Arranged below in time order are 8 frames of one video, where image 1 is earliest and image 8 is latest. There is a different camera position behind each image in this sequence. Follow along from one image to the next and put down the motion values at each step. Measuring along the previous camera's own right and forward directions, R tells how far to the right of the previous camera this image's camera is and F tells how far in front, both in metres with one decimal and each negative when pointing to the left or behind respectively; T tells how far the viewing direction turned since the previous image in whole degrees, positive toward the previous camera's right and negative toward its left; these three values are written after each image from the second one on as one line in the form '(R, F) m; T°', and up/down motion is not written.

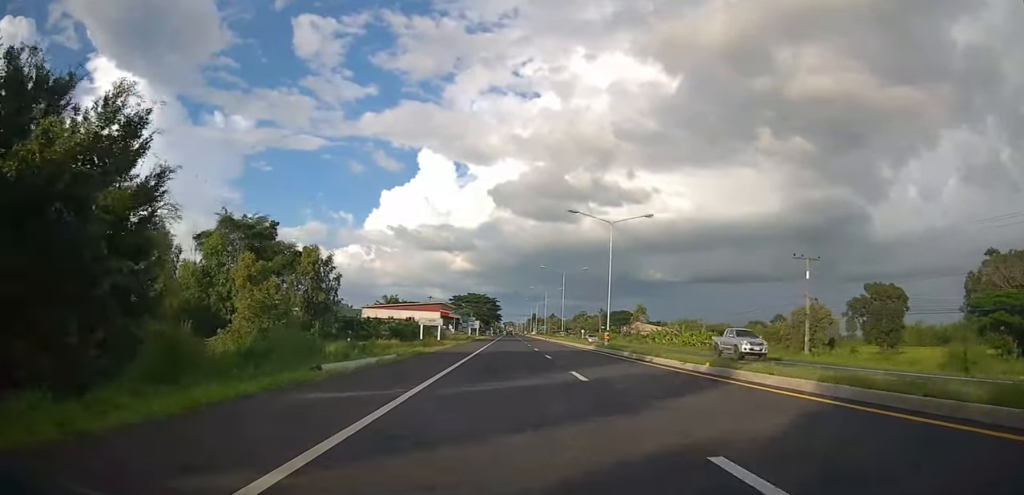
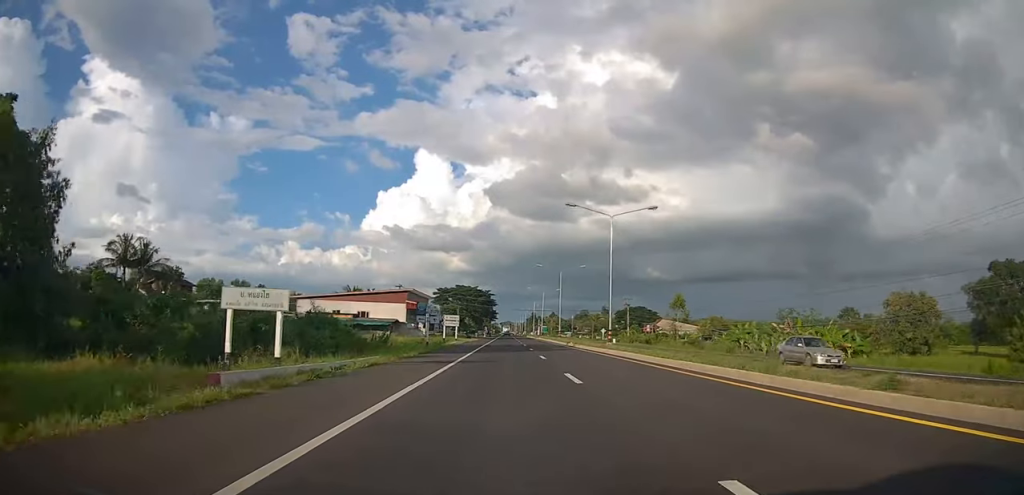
(+0.8, +37.0) m; +1°
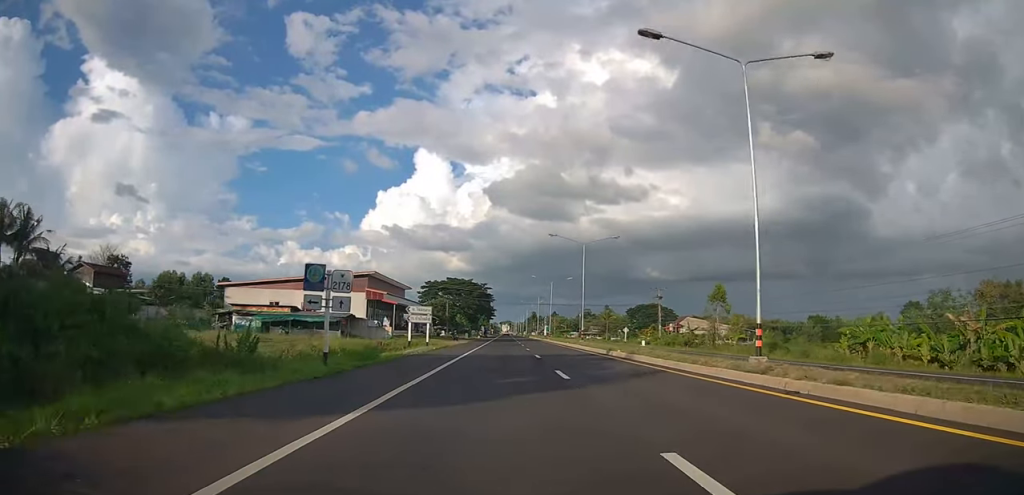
(-0.3, +23.0) m; -1°
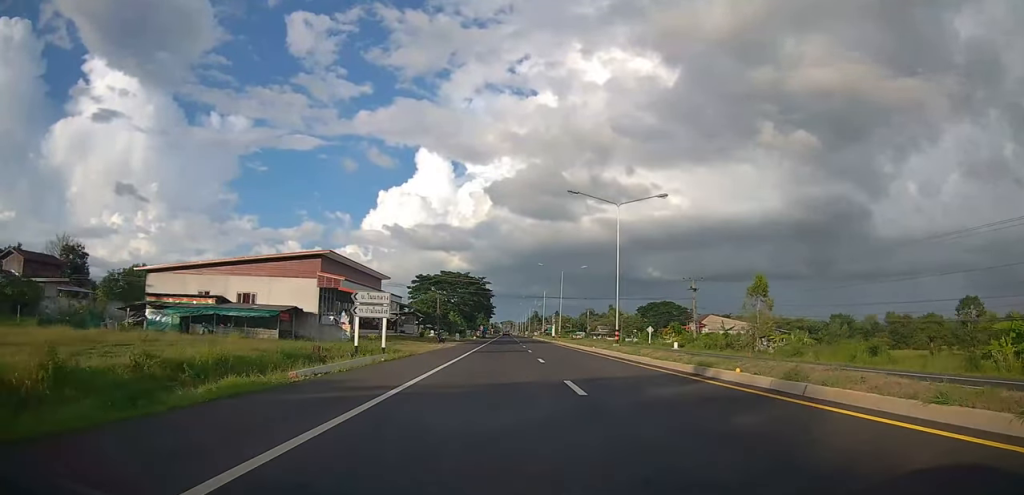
(-0.2, +15.6) m; -1°
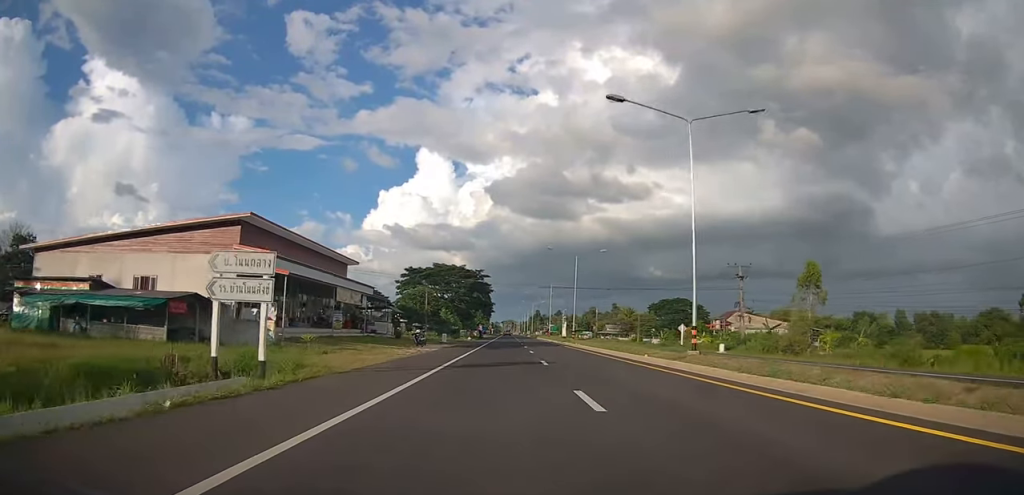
(0.0, +14.8) m; 0°
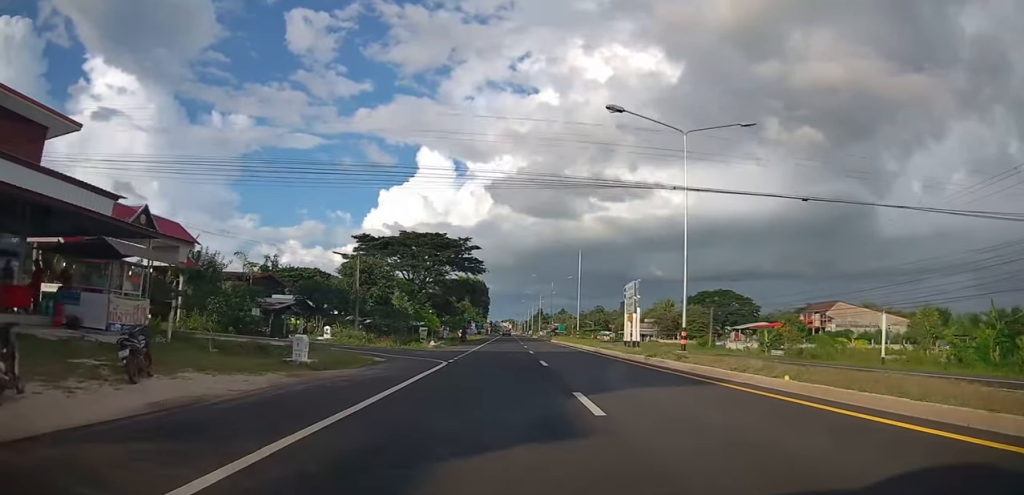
(+0.5, +36.5) m; +2°
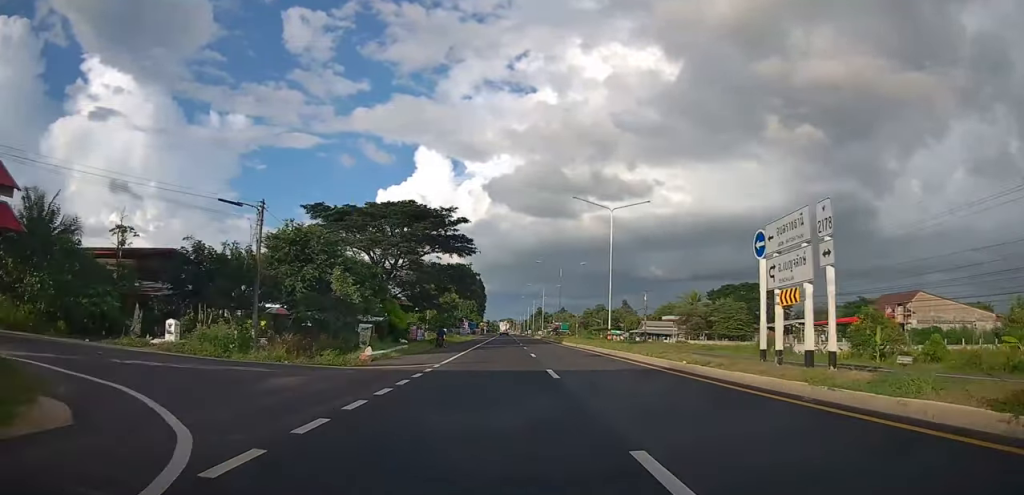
(+0.4, +17.7) m; 0°
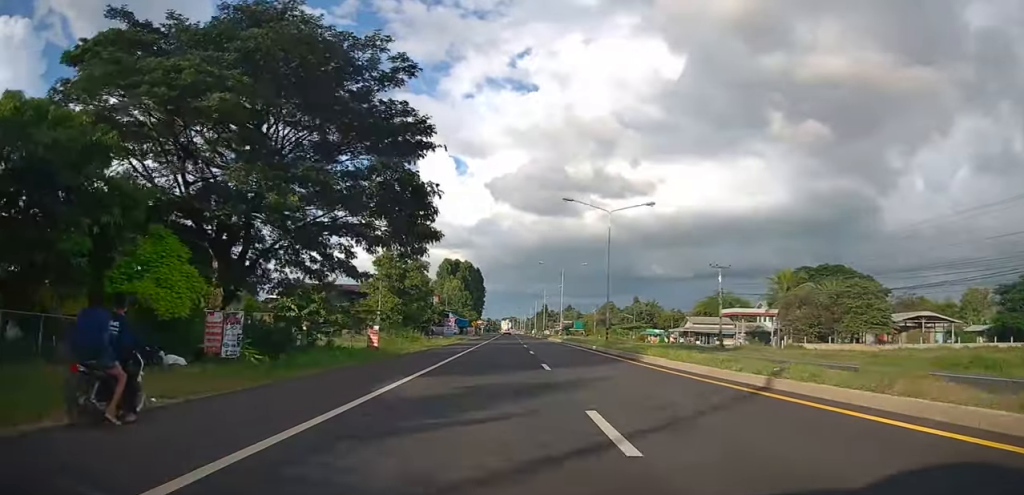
(-0.8, +33.4) m; -1°
